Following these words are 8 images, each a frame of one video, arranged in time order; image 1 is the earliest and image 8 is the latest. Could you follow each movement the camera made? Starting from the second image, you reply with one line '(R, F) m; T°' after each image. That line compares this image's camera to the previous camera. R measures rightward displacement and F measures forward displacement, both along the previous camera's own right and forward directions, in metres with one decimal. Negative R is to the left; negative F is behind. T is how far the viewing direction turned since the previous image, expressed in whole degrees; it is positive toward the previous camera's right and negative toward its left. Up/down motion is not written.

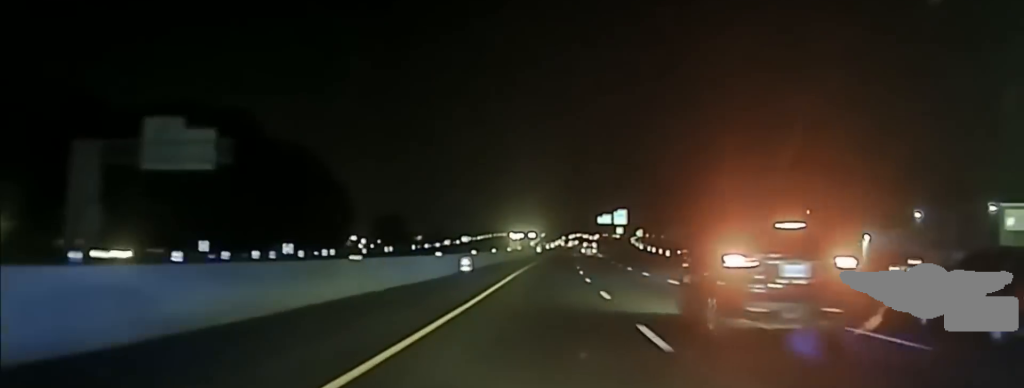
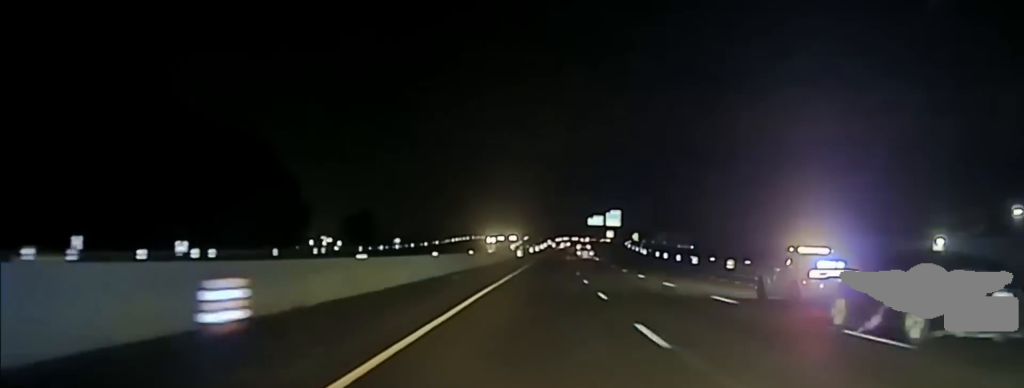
(0.0, +34.5) m; 0°
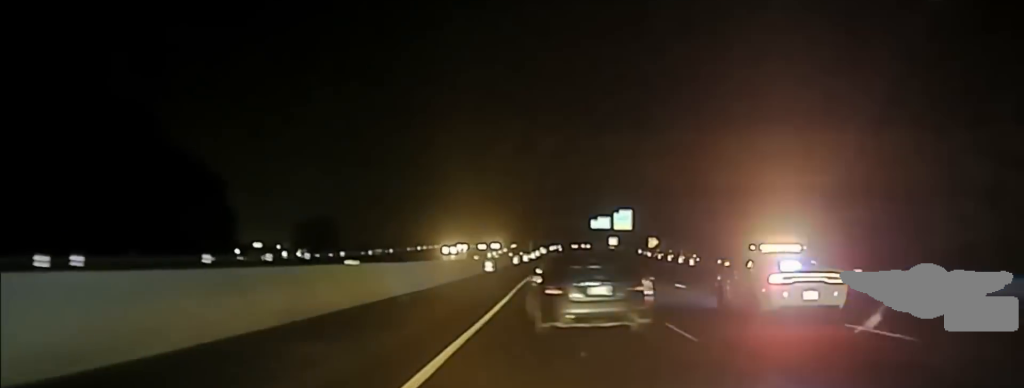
(+0.7, +60.9) m; +1°
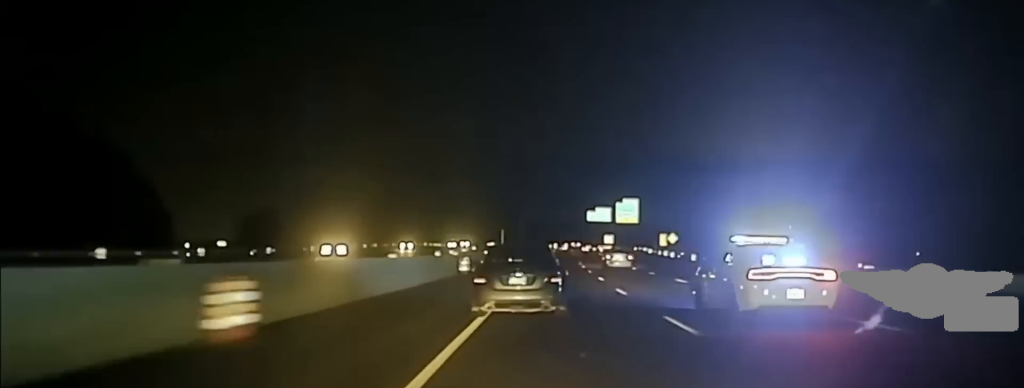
(+0.2, +48.3) m; 0°
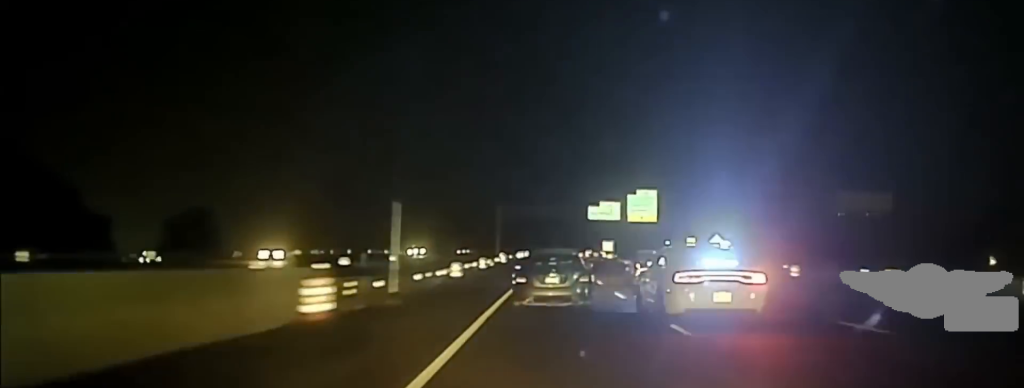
(0.0, +50.2) m; 0°
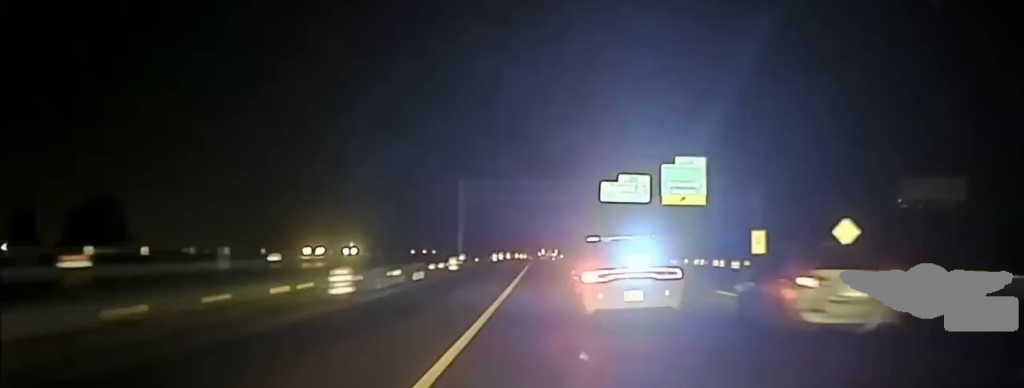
(+0.1, +46.9) m; +1°
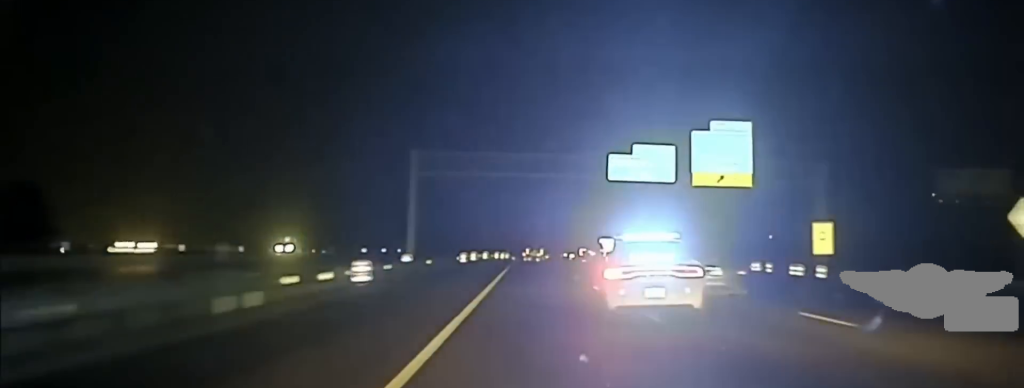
(+0.2, +24.0) m; +1°
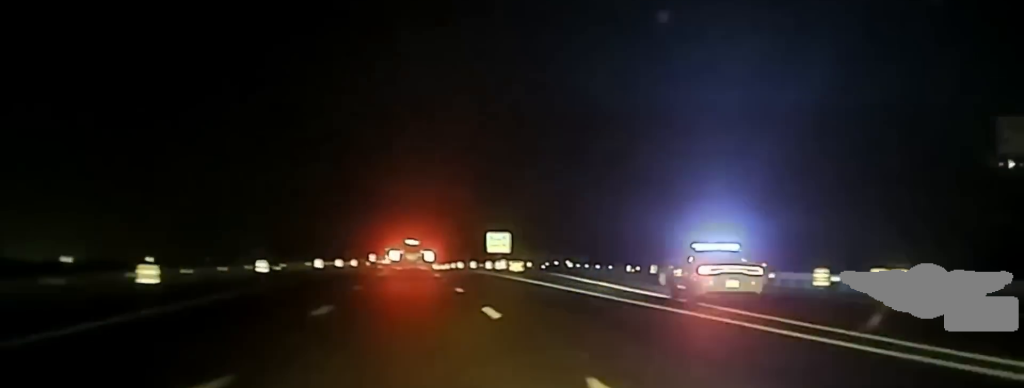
(+1.6, +68.4) m; +2°
